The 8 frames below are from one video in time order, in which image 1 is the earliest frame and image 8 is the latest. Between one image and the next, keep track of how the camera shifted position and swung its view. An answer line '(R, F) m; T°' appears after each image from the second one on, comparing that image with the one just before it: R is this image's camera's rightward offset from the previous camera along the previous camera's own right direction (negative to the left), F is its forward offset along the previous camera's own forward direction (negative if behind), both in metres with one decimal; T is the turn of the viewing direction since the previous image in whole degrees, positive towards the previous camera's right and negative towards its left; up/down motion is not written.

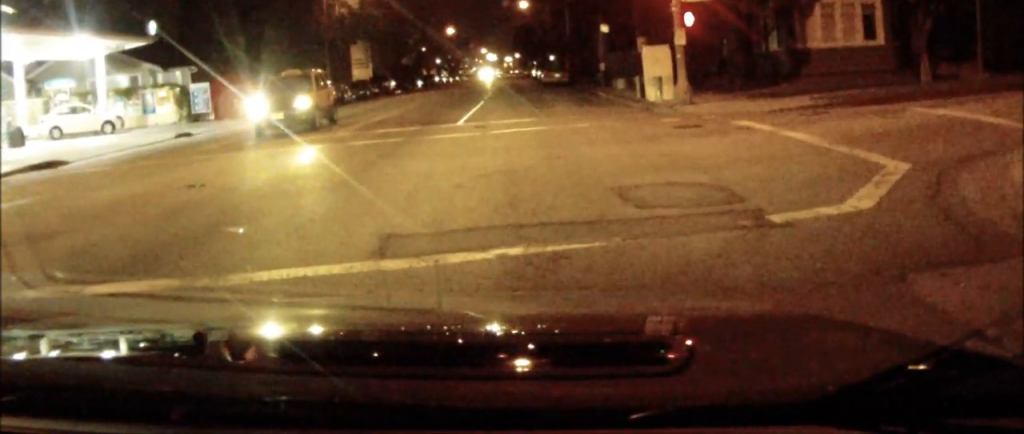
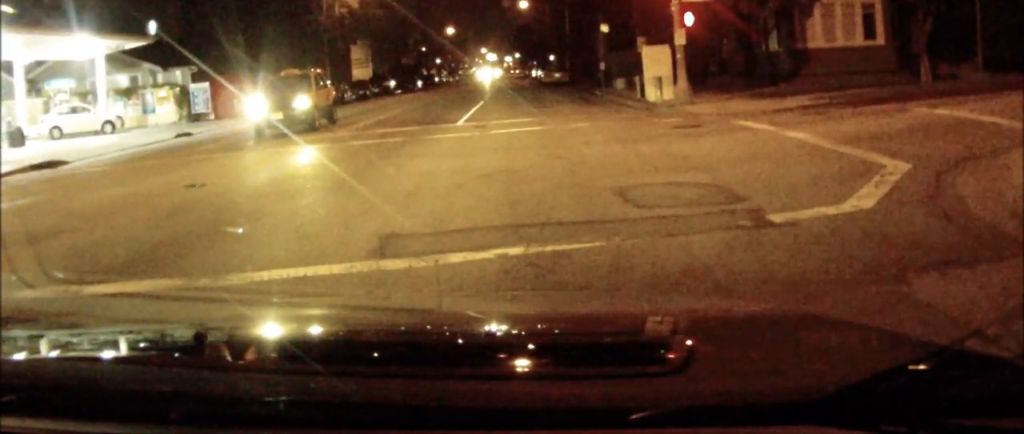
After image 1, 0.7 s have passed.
(0.0, 0.0) m; 0°
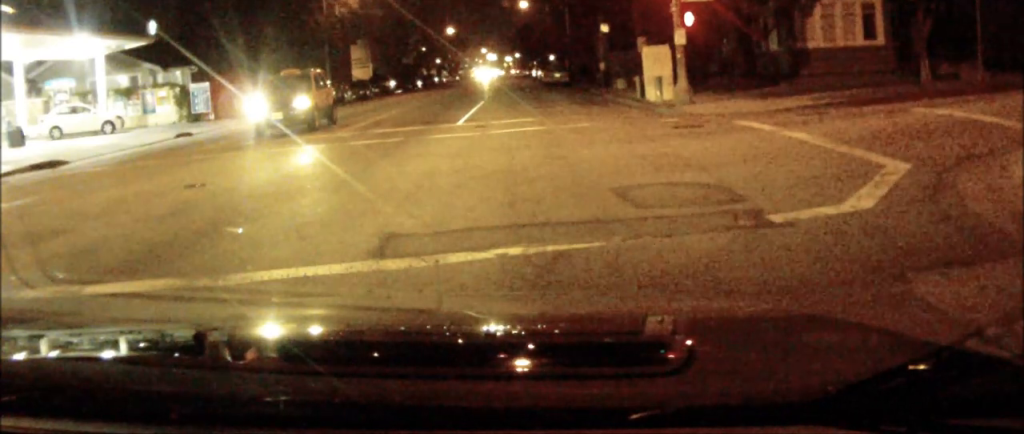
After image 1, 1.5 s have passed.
(0.0, 0.0) m; 0°
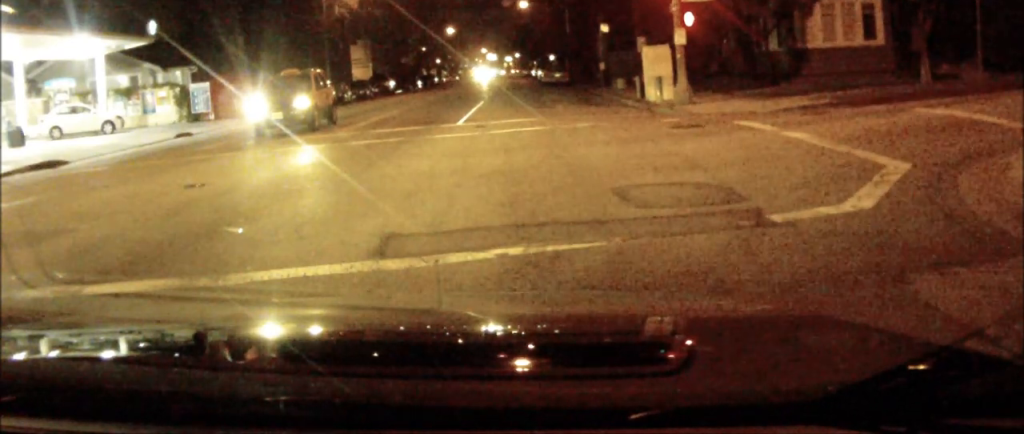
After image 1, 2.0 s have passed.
(0.0, 0.0) m; 0°
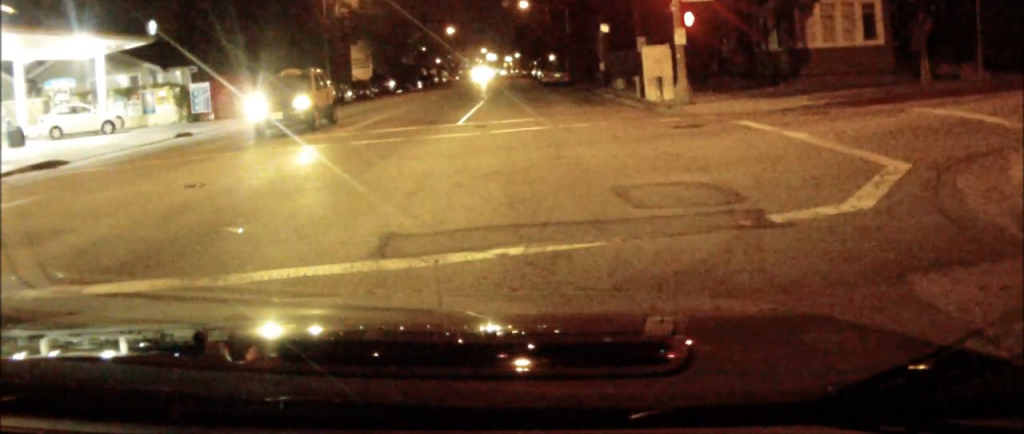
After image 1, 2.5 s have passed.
(0.0, 0.0) m; 0°
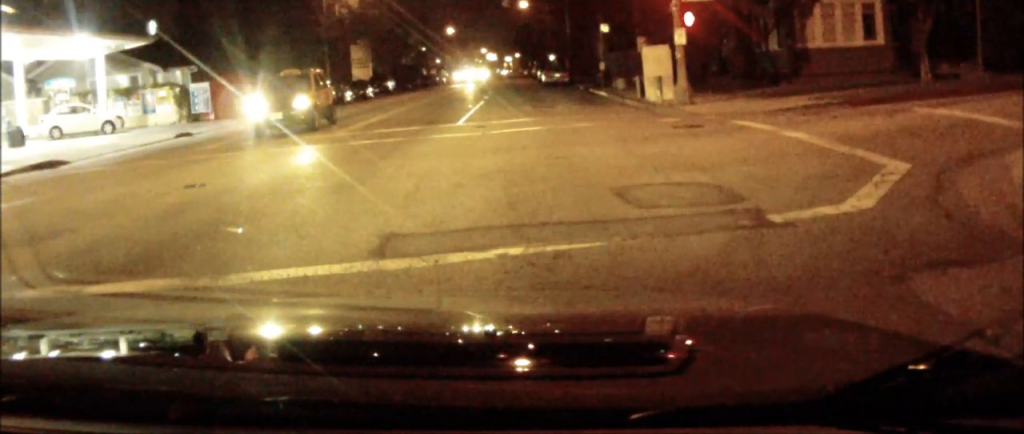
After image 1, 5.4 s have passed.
(0.0, 0.0) m; 0°
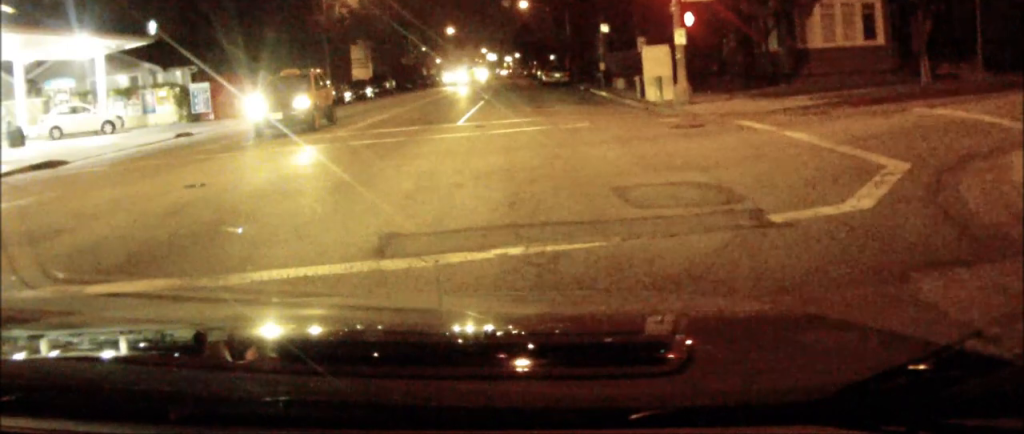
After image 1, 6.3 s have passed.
(+0.1, 0.0) m; 0°
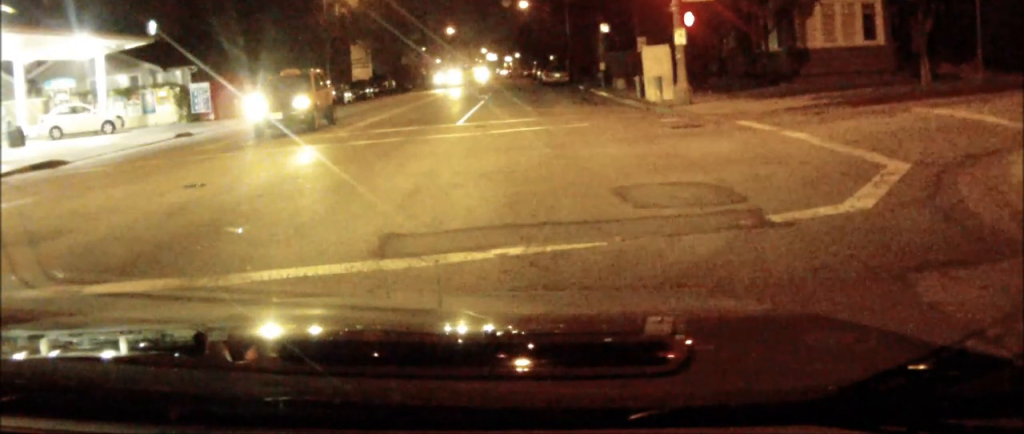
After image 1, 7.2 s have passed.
(+0.1, 0.0) m; 0°
